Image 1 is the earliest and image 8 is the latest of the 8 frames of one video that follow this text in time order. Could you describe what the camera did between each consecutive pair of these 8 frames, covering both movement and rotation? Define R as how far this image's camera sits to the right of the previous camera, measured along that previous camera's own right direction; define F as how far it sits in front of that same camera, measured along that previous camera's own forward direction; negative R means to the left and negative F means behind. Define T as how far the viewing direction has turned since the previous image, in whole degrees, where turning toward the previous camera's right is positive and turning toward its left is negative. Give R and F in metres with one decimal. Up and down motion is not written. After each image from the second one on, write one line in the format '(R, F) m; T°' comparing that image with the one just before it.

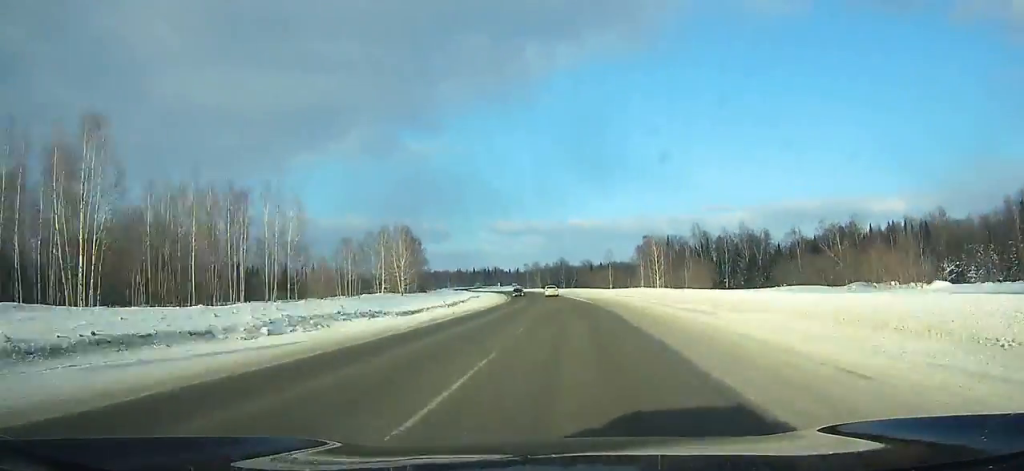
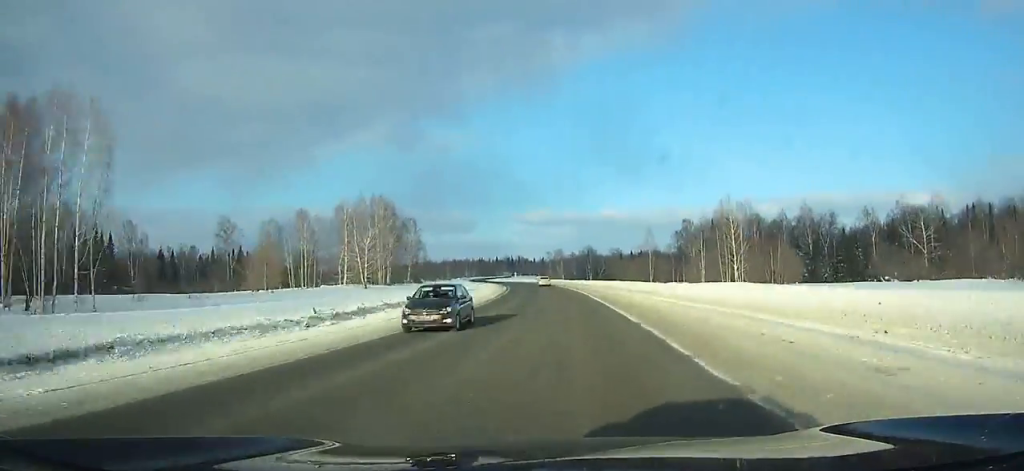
(-0.4, +33.6) m; -2°
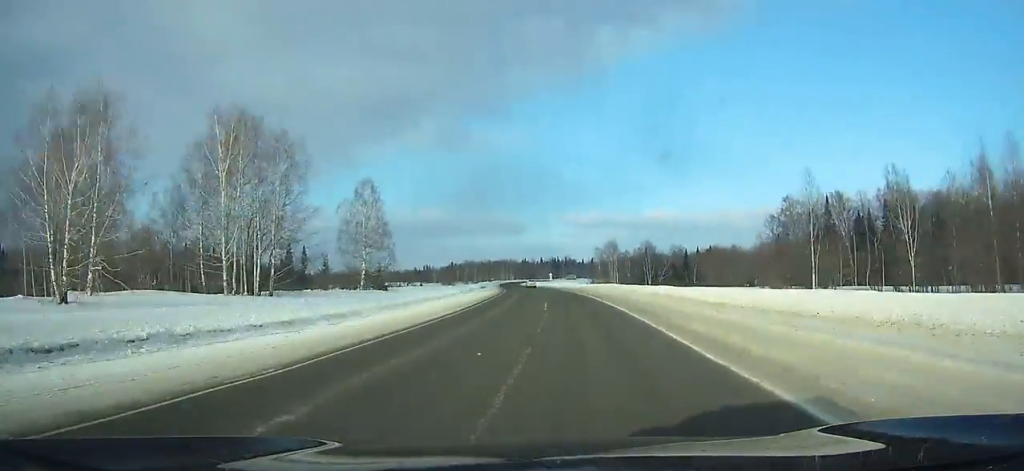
(-2.0, +63.7) m; -4°
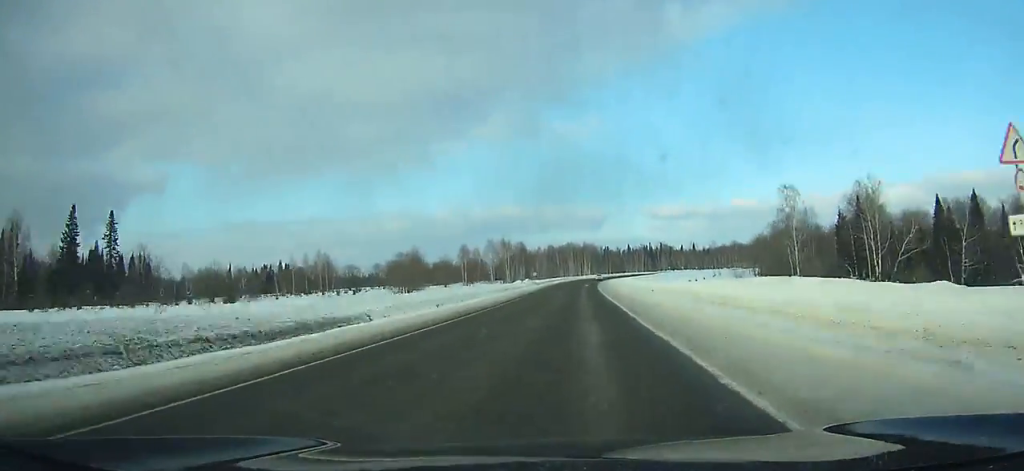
(-14.9, +150.7) m; -8°
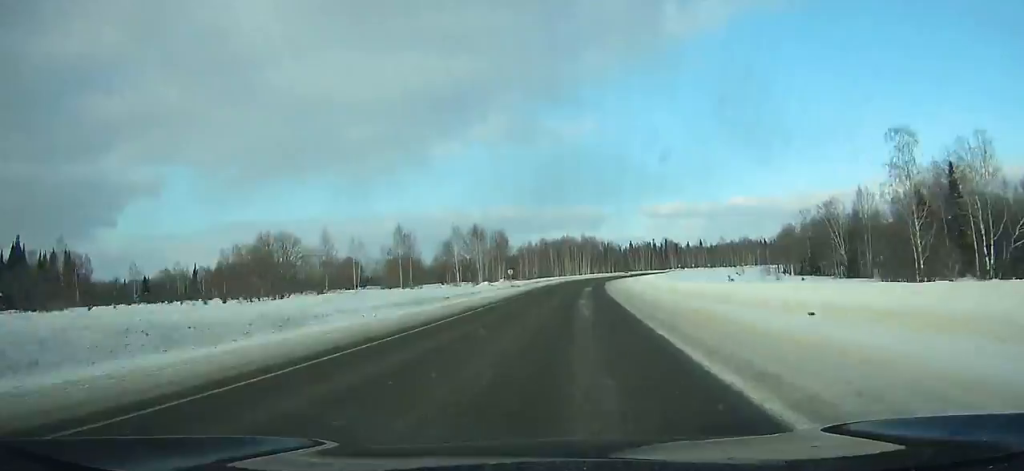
(+0.1, +38.0) m; +1°
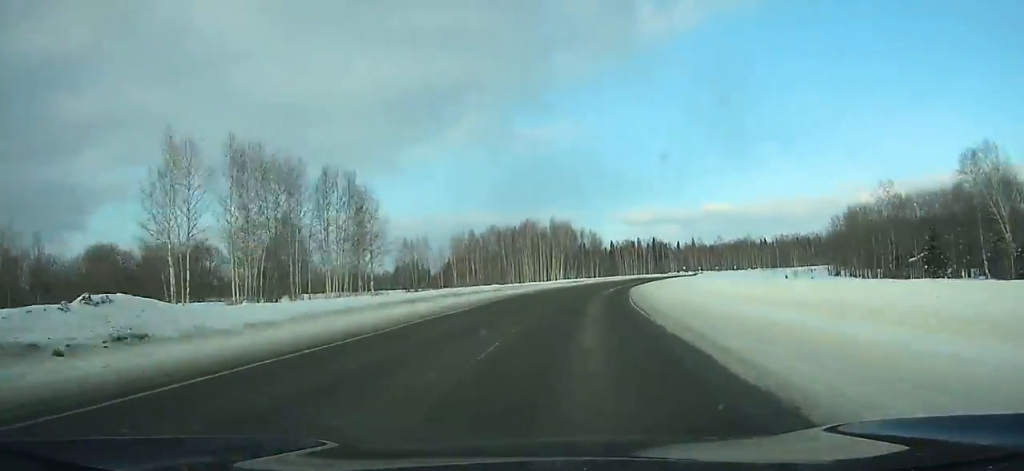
(+1.1, +72.5) m; +3°
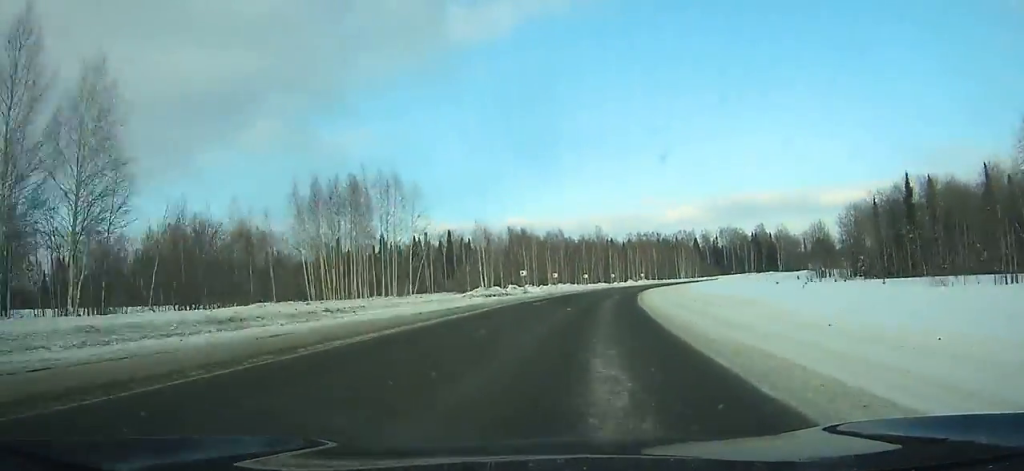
(+18.2, +142.4) m; +18°
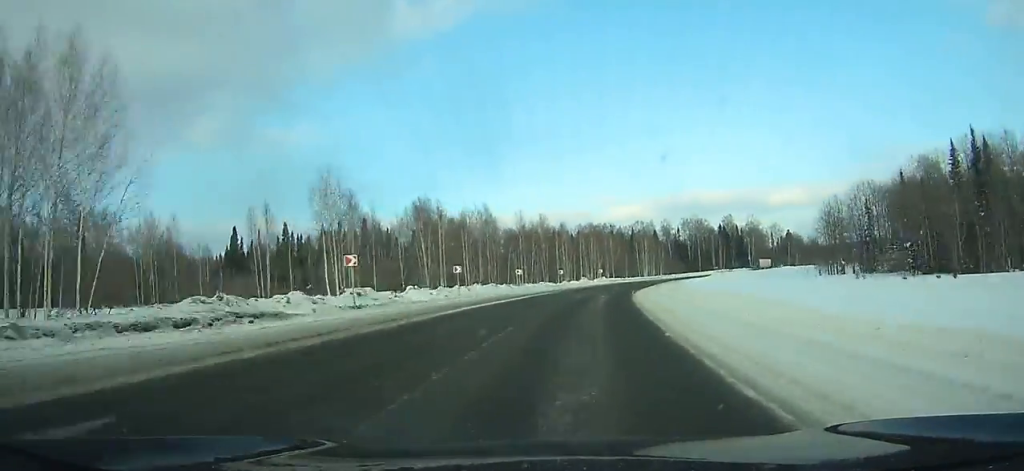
(+1.7, +40.4) m; +7°
